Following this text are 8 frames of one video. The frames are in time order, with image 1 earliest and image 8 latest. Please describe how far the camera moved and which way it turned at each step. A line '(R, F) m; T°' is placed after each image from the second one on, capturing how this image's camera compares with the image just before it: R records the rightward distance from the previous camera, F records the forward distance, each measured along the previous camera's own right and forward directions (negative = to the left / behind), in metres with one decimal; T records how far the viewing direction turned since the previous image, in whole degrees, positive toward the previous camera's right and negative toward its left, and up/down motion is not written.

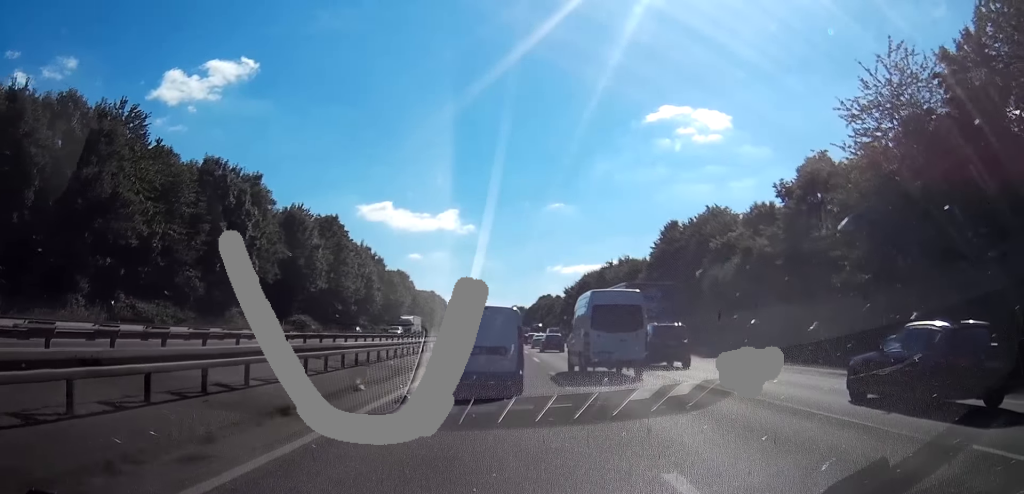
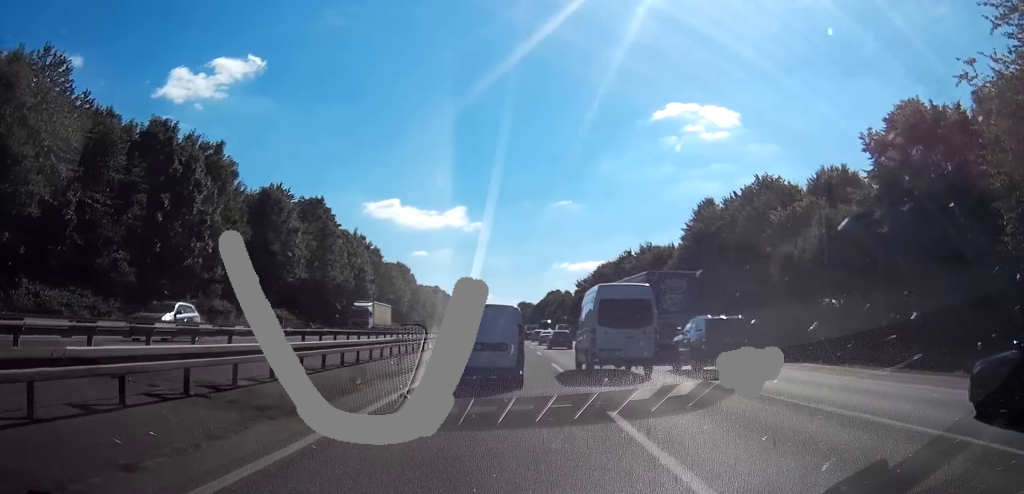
(+0.2, +14.0) m; +1°
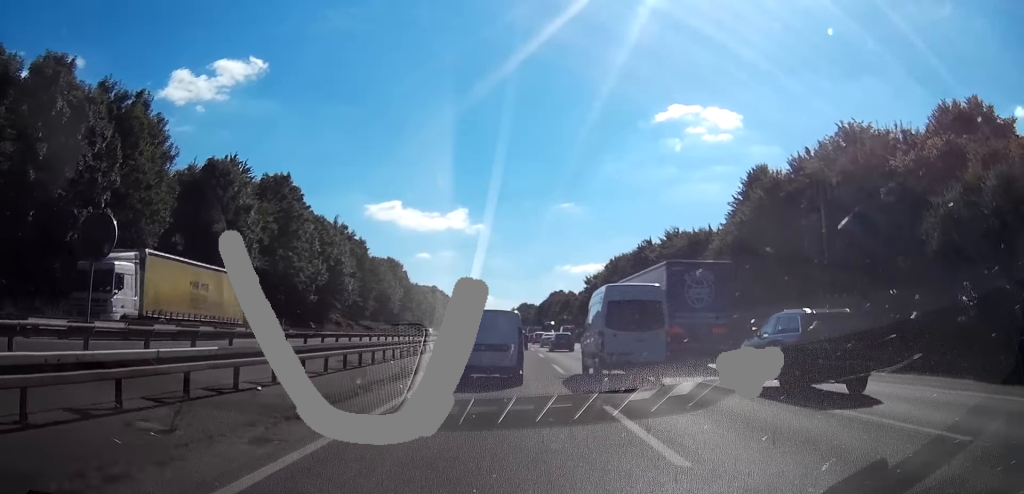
(+0.2, +17.0) m; +1°
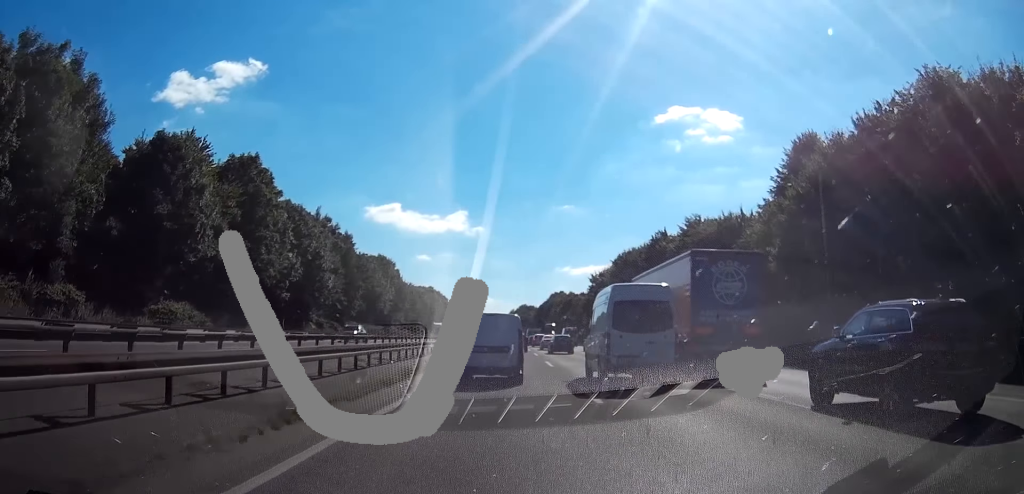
(-0.1, +10.5) m; 0°
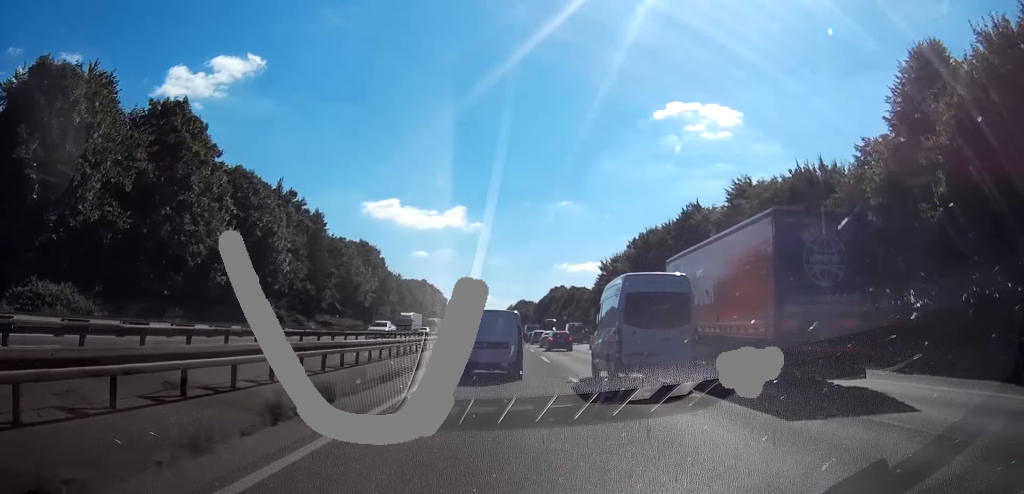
(0.0, +17.0) m; 0°
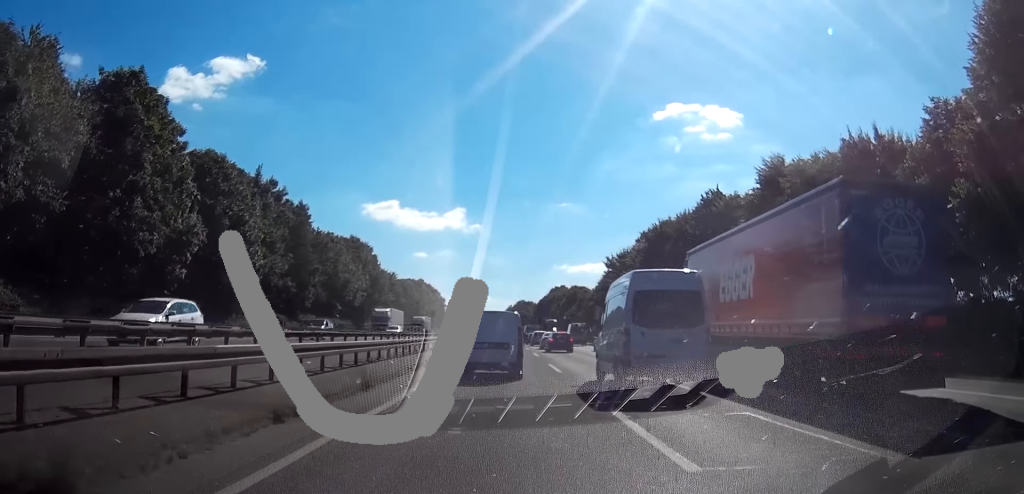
(0.0, +7.6) m; 0°
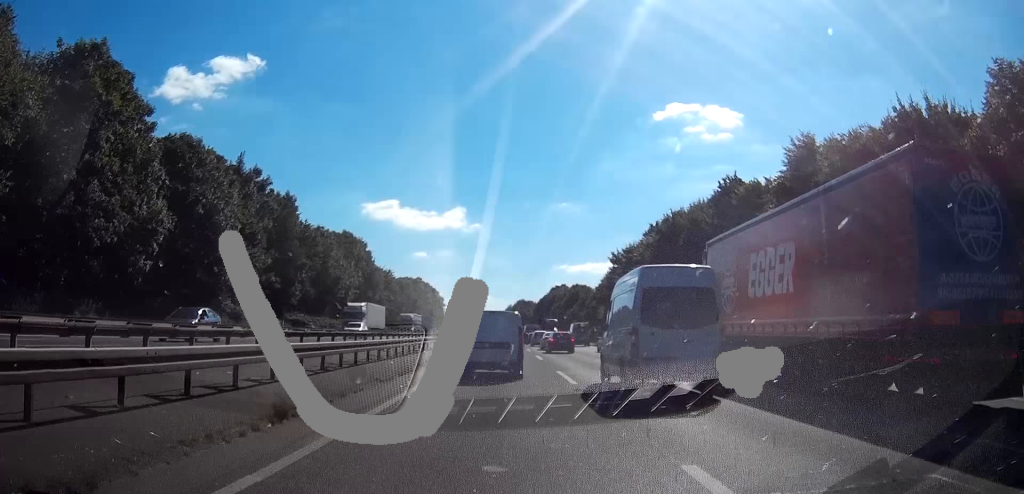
(0.0, +5.6) m; 0°
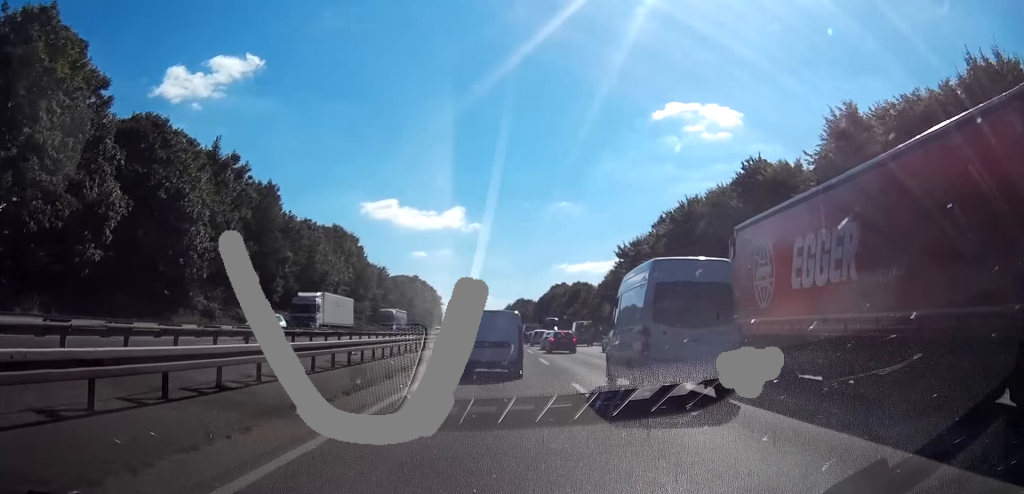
(+0.1, +6.6) m; 0°
